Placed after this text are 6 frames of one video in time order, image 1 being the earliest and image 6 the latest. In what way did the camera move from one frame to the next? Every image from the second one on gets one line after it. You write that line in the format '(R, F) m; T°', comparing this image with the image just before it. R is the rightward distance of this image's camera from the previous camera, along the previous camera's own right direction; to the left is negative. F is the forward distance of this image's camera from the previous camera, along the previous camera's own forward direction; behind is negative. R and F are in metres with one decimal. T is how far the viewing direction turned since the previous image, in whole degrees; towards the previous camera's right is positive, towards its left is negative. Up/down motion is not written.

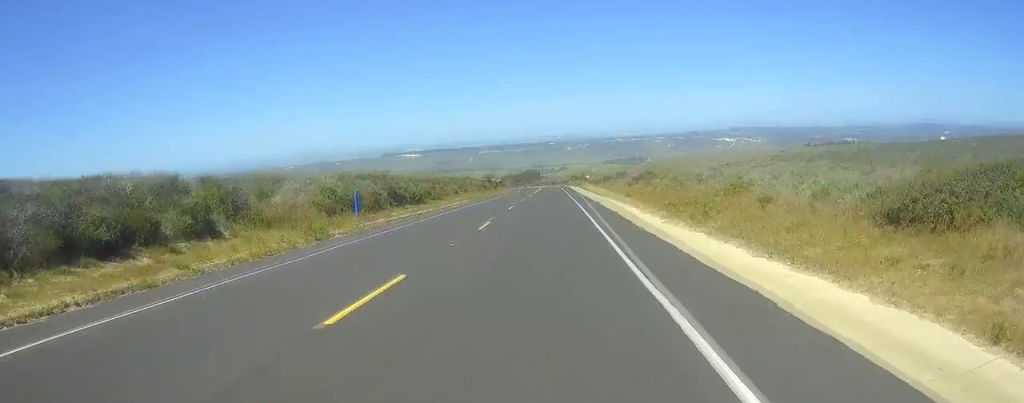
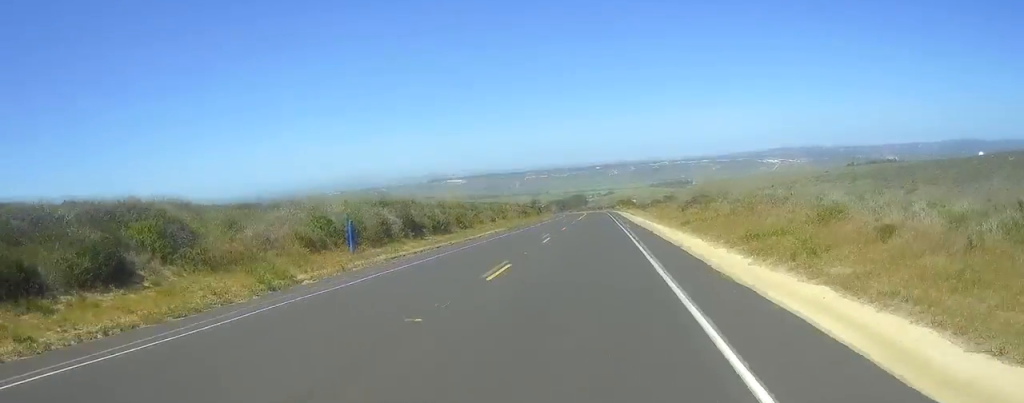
(0.0, +7.2) m; 0°
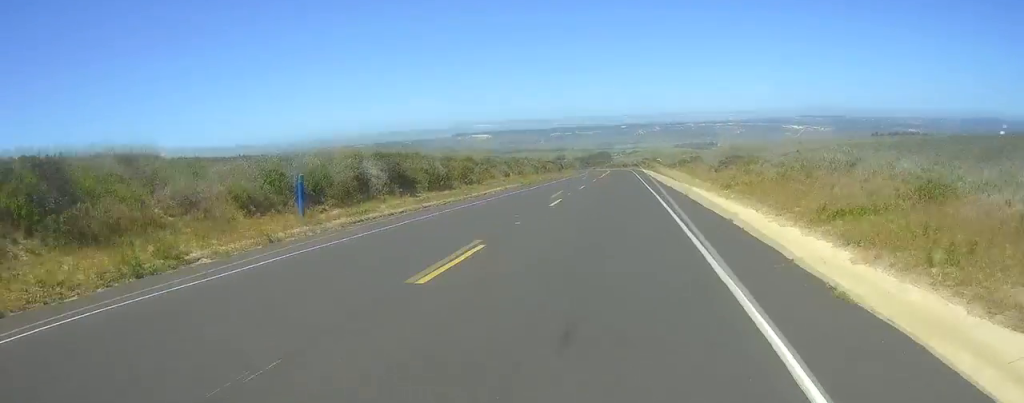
(0.0, +6.6) m; 0°
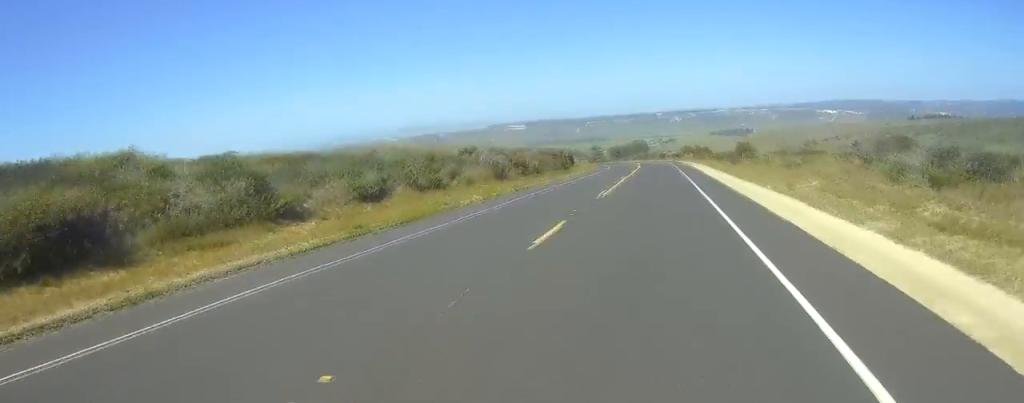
(-0.3, +40.1) m; -1°
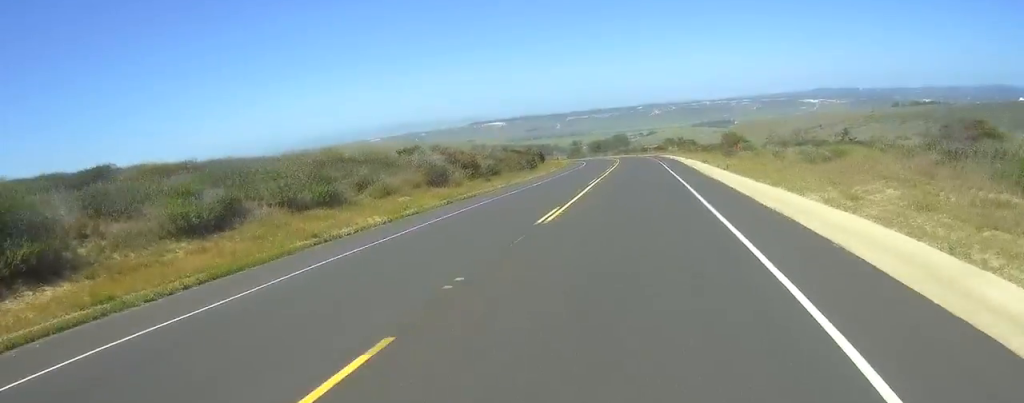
(0.0, +10.4) m; 0°
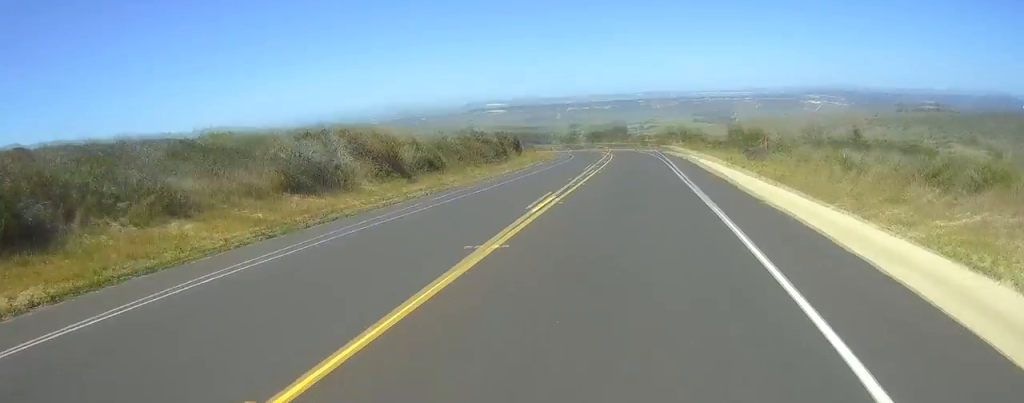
(0.0, +15.3) m; 0°
